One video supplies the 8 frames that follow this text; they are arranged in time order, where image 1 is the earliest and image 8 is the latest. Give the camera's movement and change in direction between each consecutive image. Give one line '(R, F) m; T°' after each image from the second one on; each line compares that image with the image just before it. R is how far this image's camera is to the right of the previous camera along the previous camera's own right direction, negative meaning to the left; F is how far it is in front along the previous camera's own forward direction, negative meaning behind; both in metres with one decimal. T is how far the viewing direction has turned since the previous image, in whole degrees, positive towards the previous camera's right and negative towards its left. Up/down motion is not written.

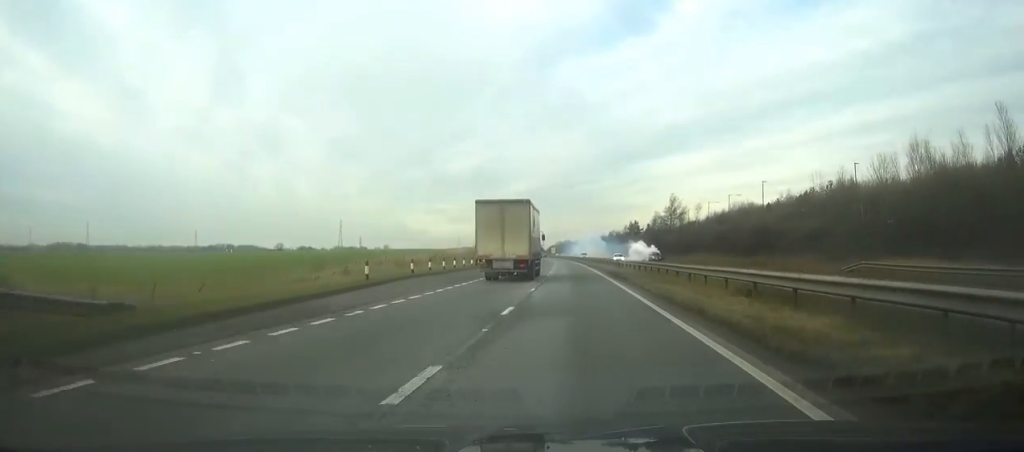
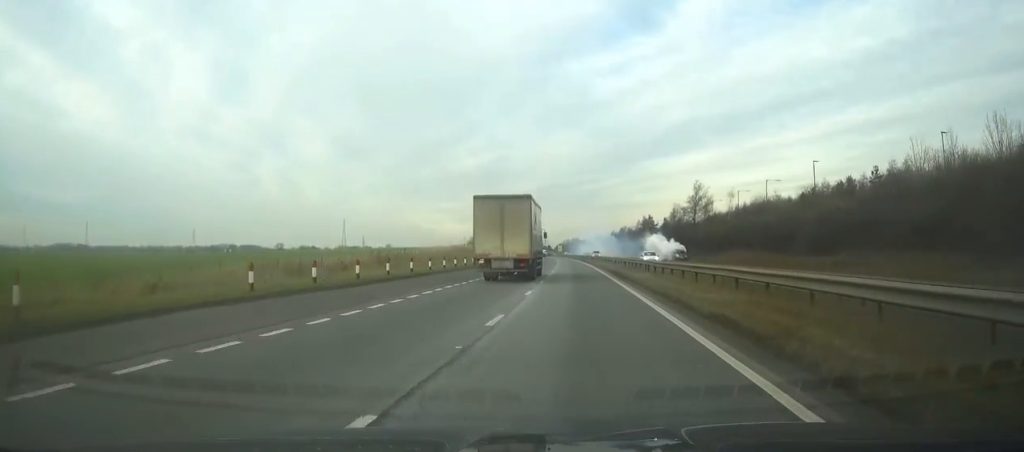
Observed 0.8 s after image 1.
(-0.1, +20.5) m; -1°
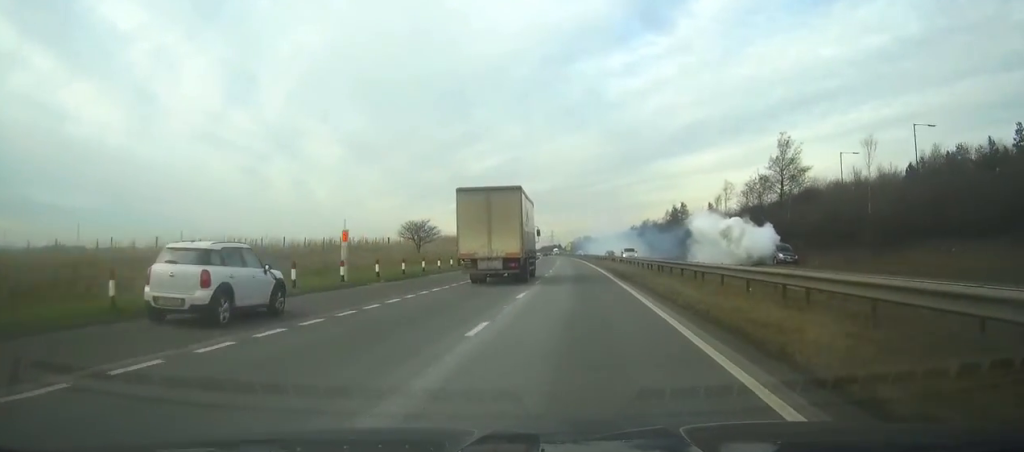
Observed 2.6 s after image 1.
(-0.6, +46.5) m; -1°
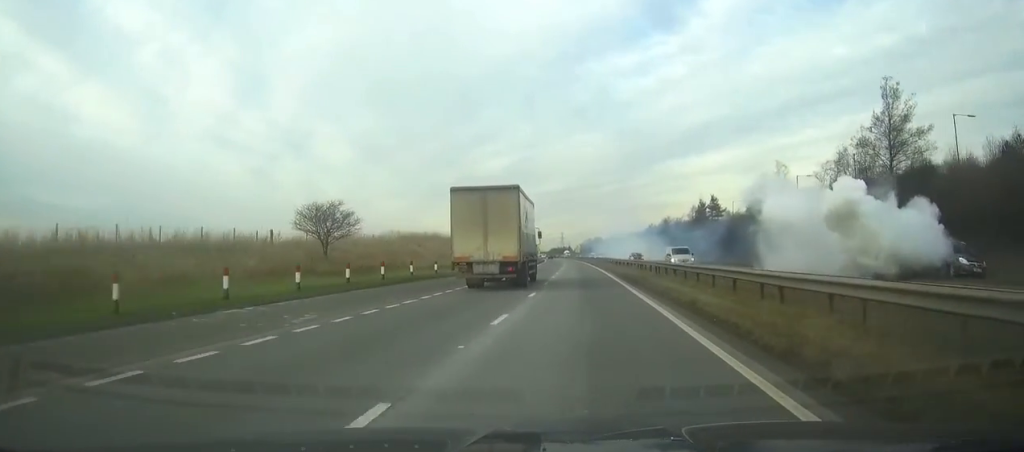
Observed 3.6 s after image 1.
(-0.2, +25.1) m; -1°
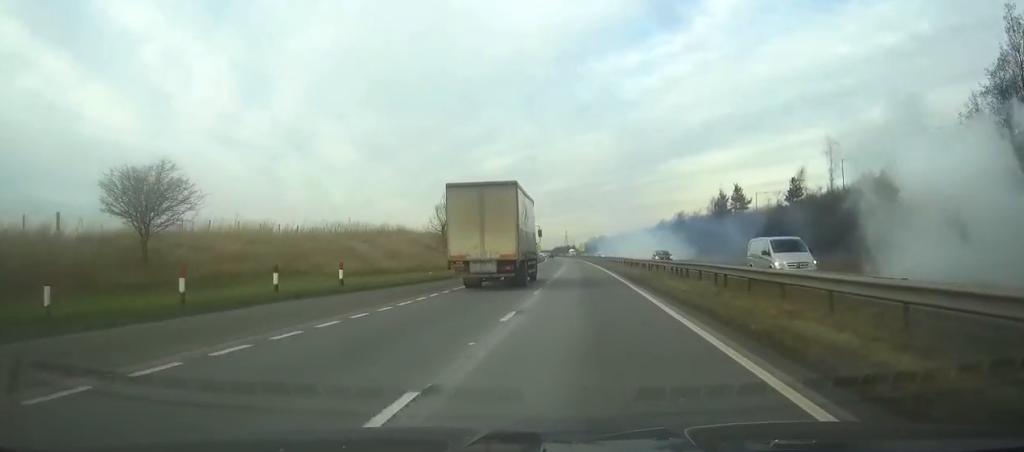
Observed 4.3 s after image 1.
(-0.1, +17.5) m; -1°
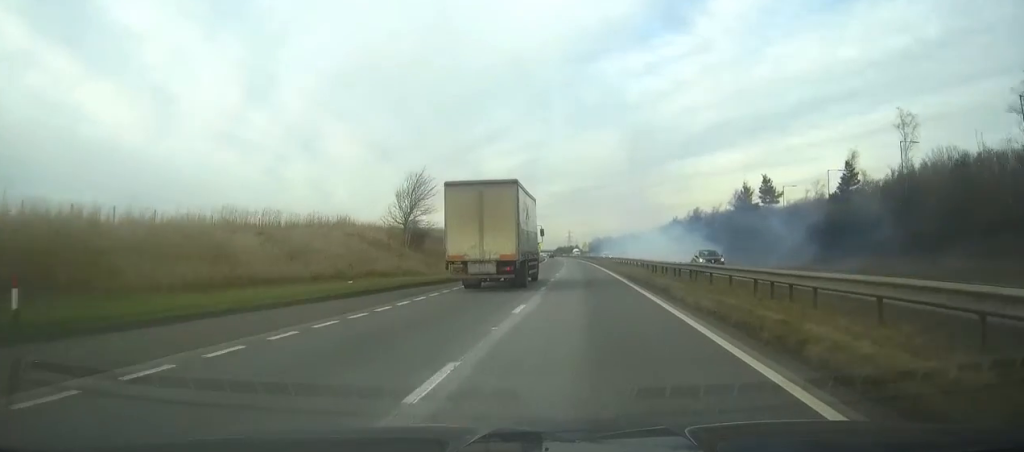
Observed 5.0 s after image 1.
(-0.1, +16.5) m; 0°
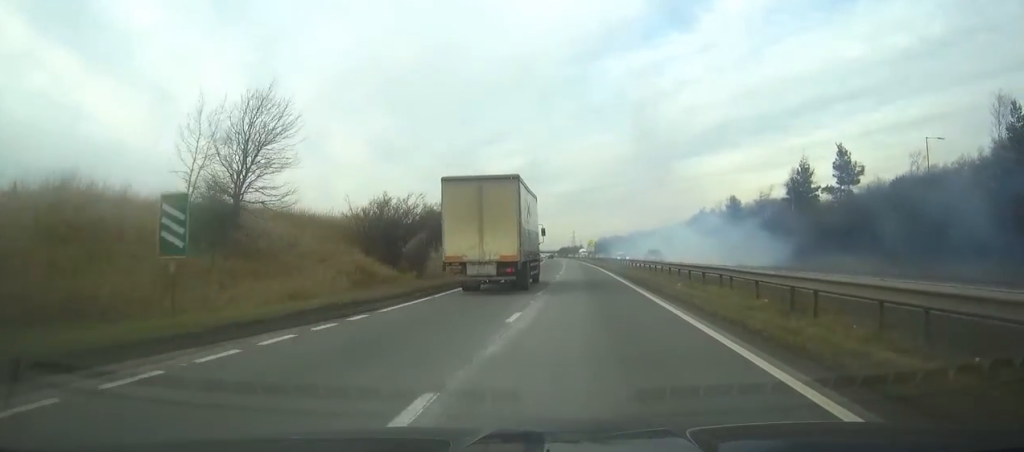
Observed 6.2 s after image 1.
(0.0, +28.9) m; 0°
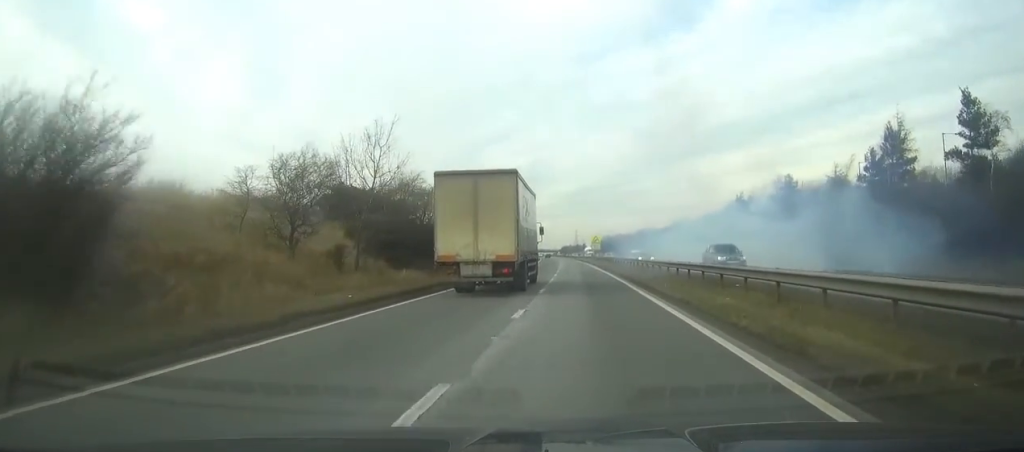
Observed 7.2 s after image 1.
(-0.1, +26.4) m; 0°
